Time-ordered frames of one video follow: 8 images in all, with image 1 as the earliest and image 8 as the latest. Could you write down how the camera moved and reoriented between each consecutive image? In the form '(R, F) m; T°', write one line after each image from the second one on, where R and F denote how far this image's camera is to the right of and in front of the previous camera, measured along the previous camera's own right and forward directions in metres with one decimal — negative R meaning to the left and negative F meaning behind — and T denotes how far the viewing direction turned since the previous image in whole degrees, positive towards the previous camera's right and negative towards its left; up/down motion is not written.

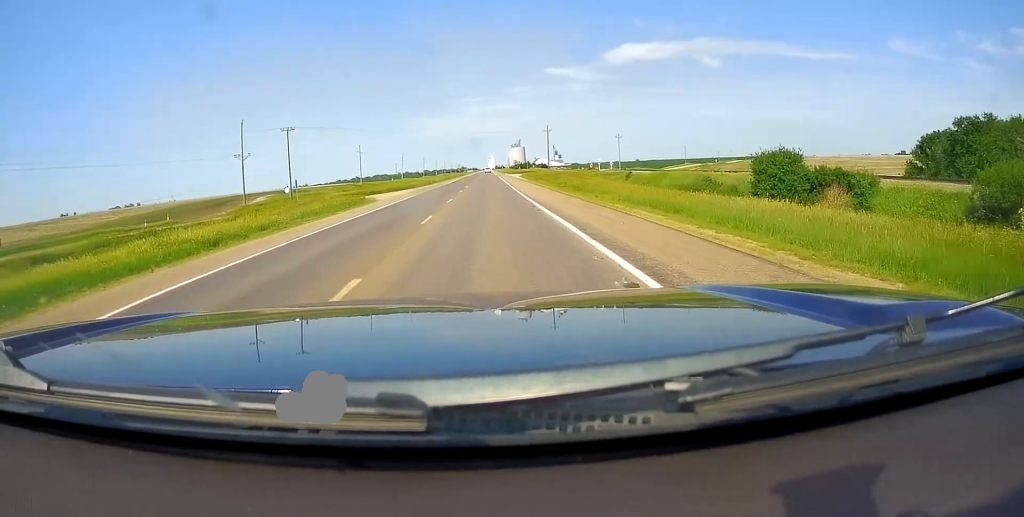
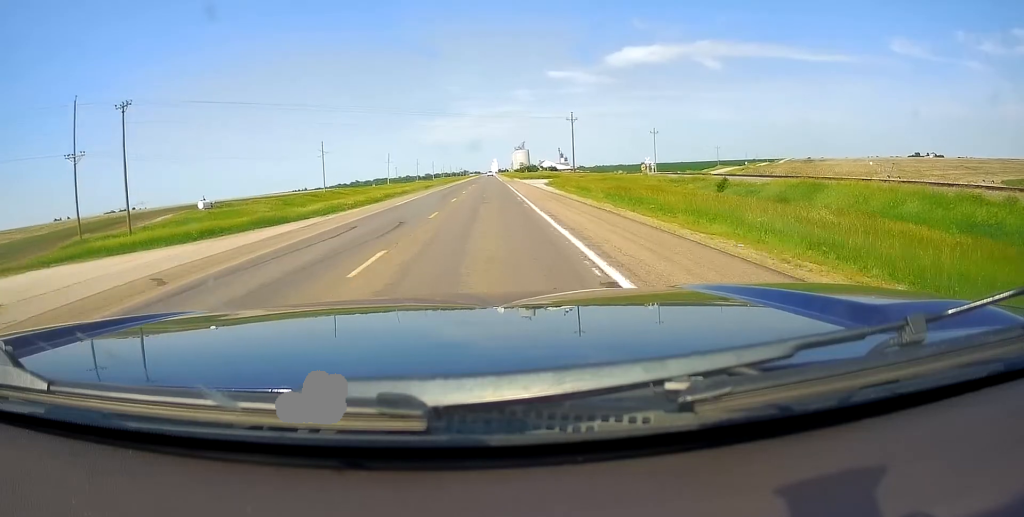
(0.0, +45.2) m; 0°
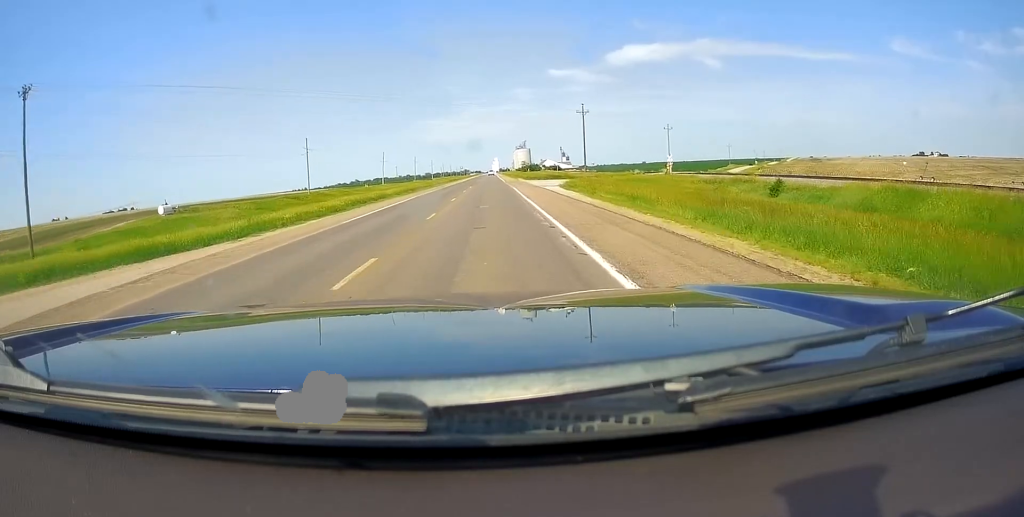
(0.0, +13.3) m; 0°
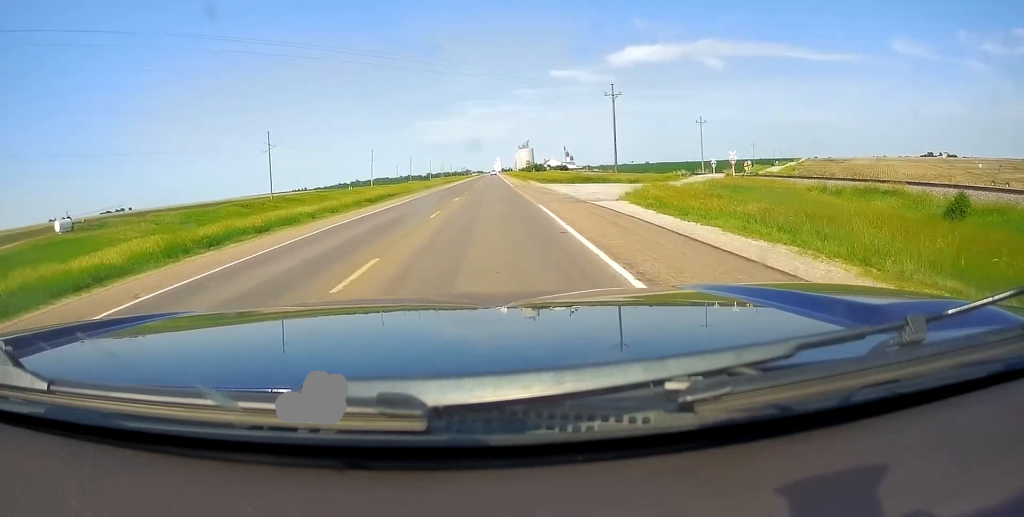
(+0.3, +24.6) m; +1°
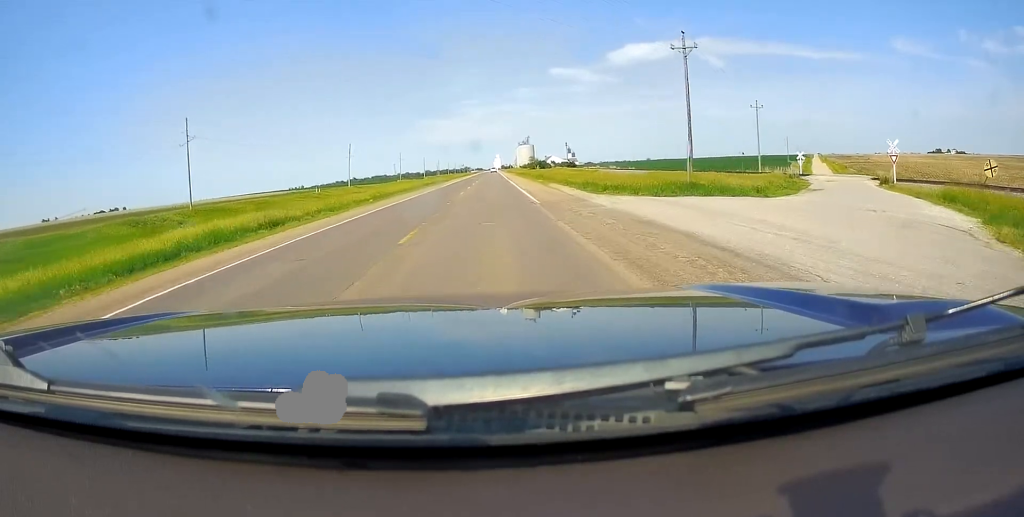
(0.0, +31.3) m; -1°
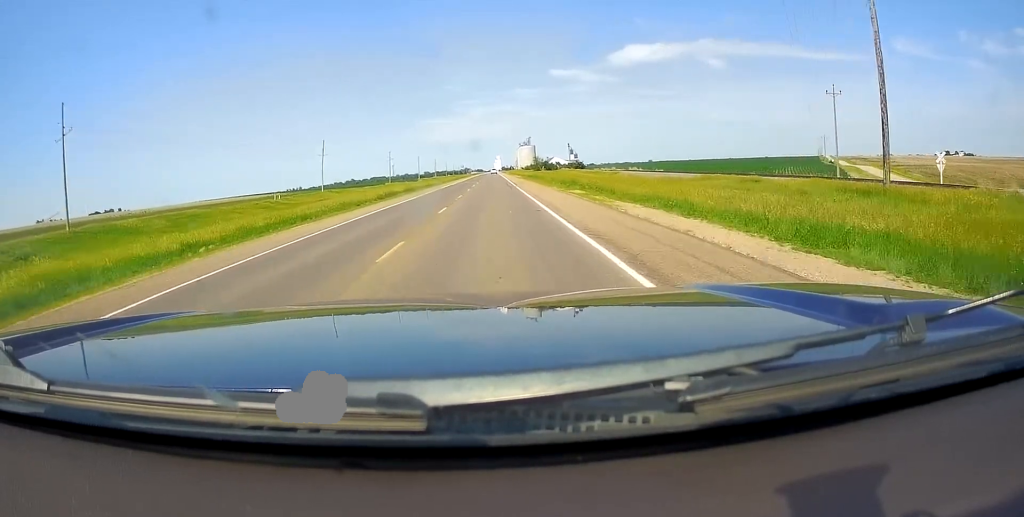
(-0.4, +27.2) m; -1°
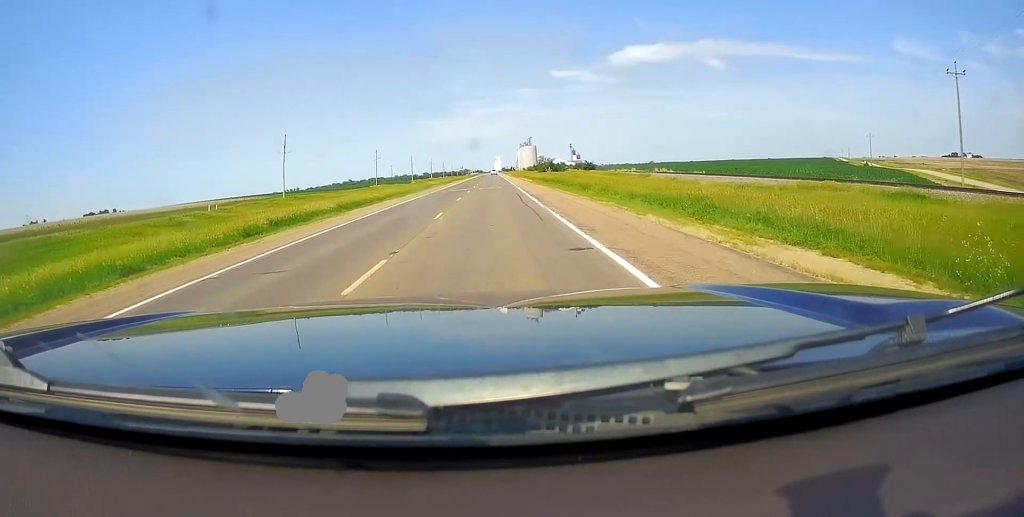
(-0.1, +27.2) m; 0°
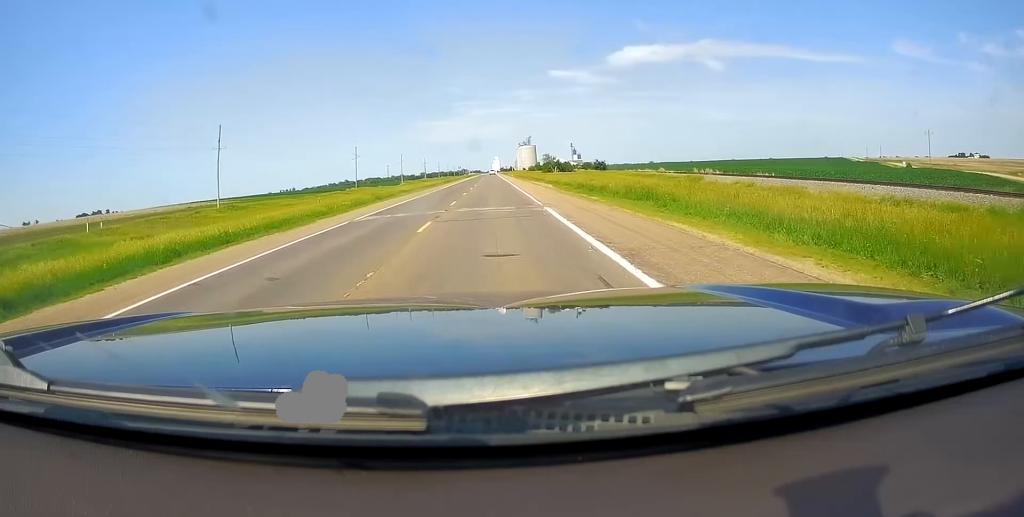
(+0.2, +28.5) m; 0°
